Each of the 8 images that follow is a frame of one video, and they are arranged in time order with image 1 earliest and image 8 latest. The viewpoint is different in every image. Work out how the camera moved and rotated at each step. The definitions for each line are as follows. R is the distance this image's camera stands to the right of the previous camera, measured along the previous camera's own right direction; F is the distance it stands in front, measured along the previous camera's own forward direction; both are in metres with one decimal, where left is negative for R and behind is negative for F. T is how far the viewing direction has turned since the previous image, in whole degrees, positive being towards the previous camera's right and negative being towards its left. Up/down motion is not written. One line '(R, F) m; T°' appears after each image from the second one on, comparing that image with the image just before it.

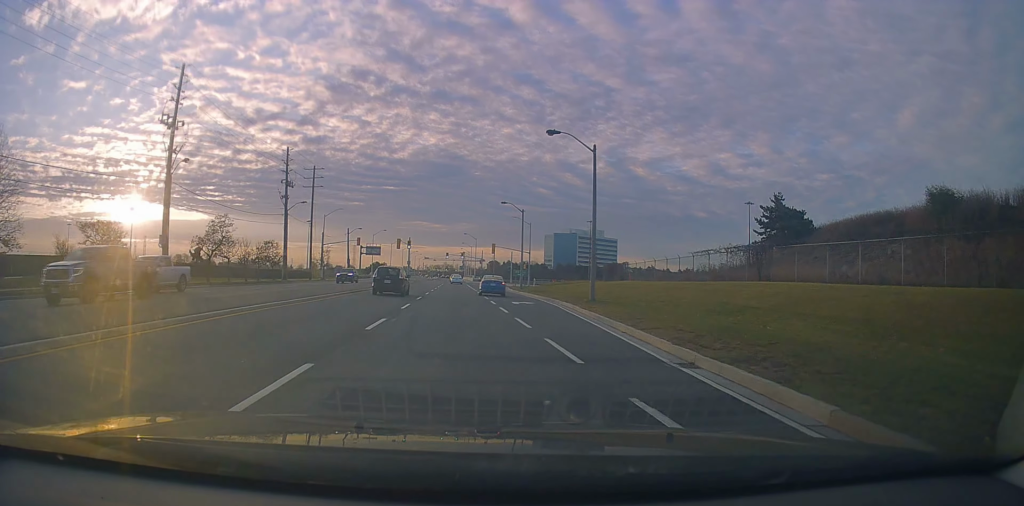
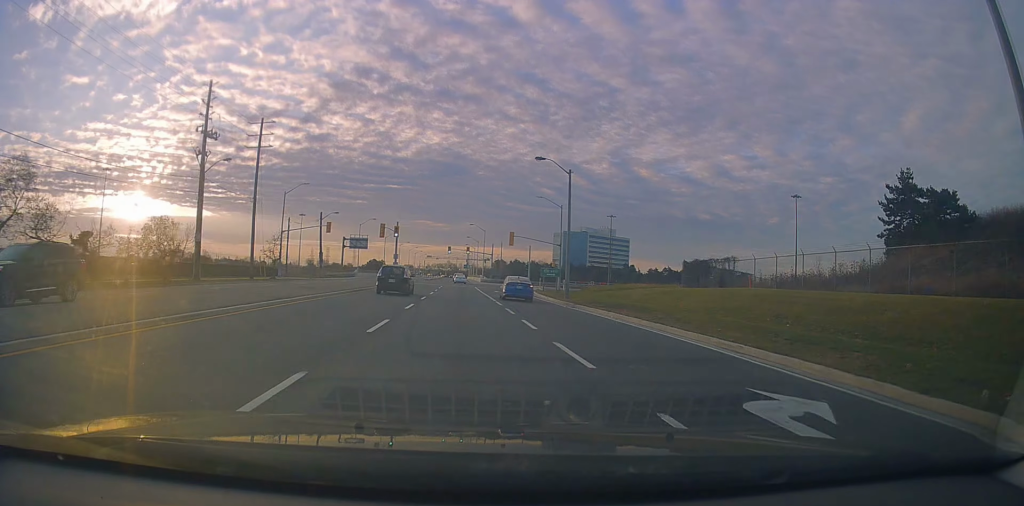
(-0.6, +24.6) m; -2°
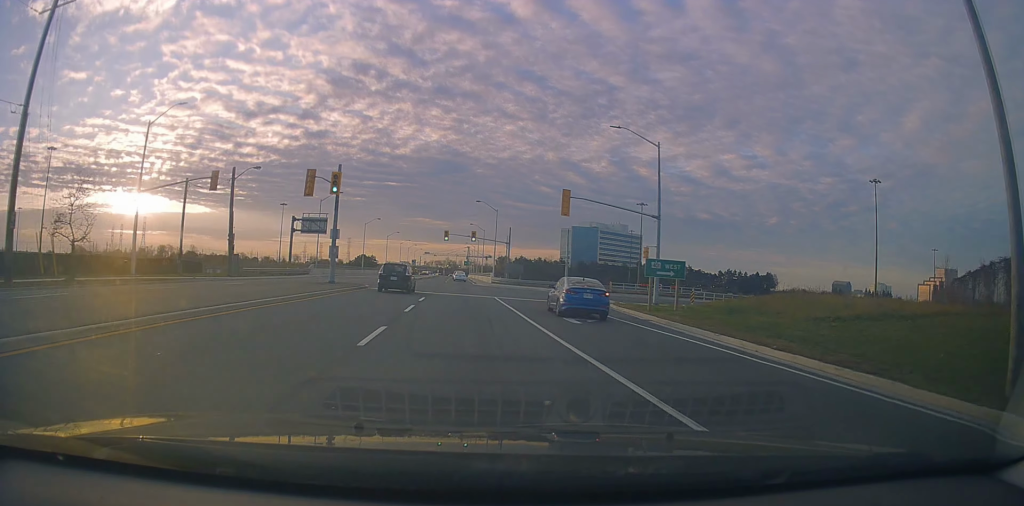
(+1.3, +34.4) m; +3°
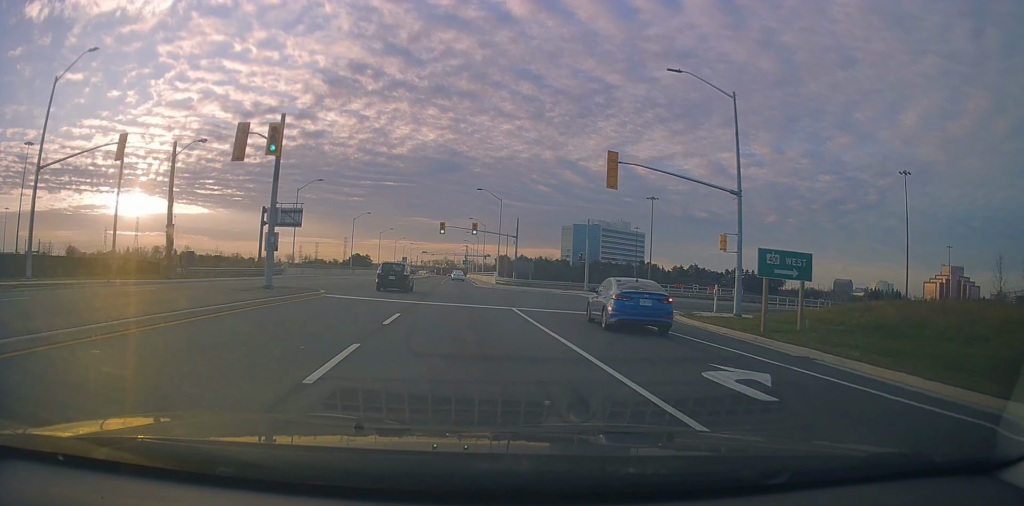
(-0.1, +11.3) m; 0°
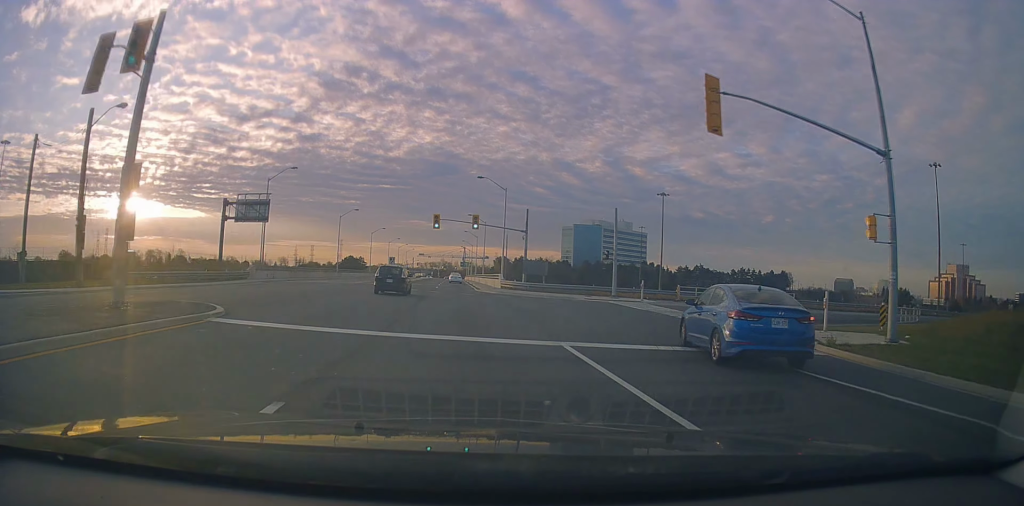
(-0.1, +10.6) m; -1°
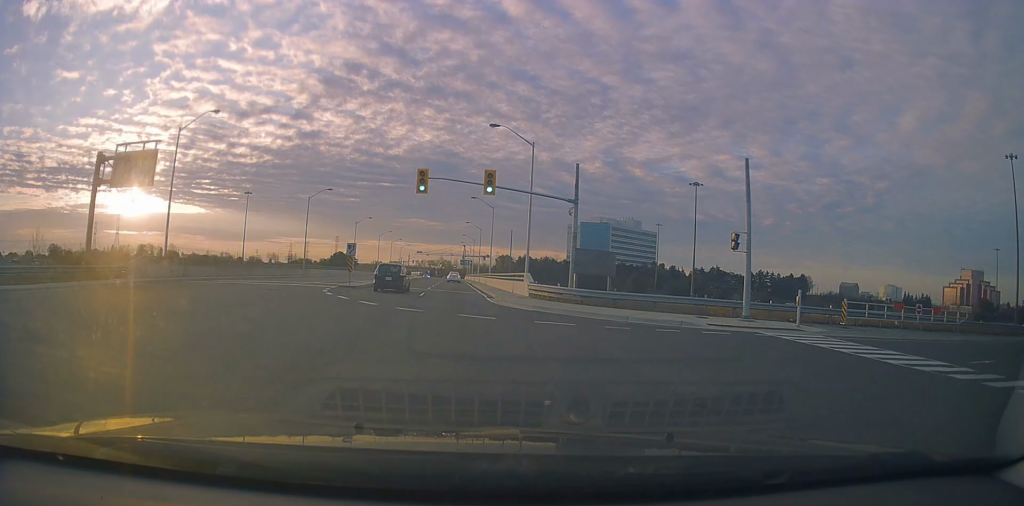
(-0.1, +21.3) m; 0°
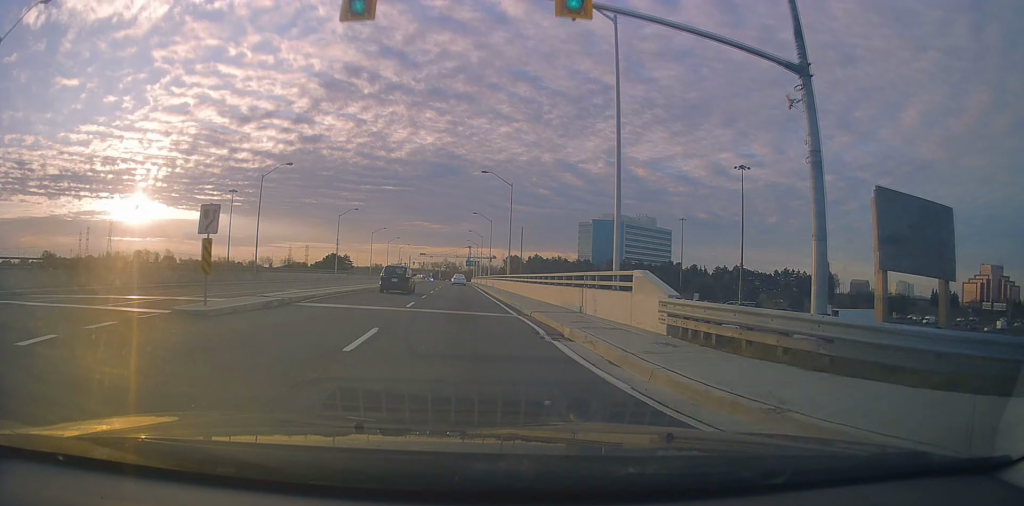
(-0.1, +20.8) m; 0°
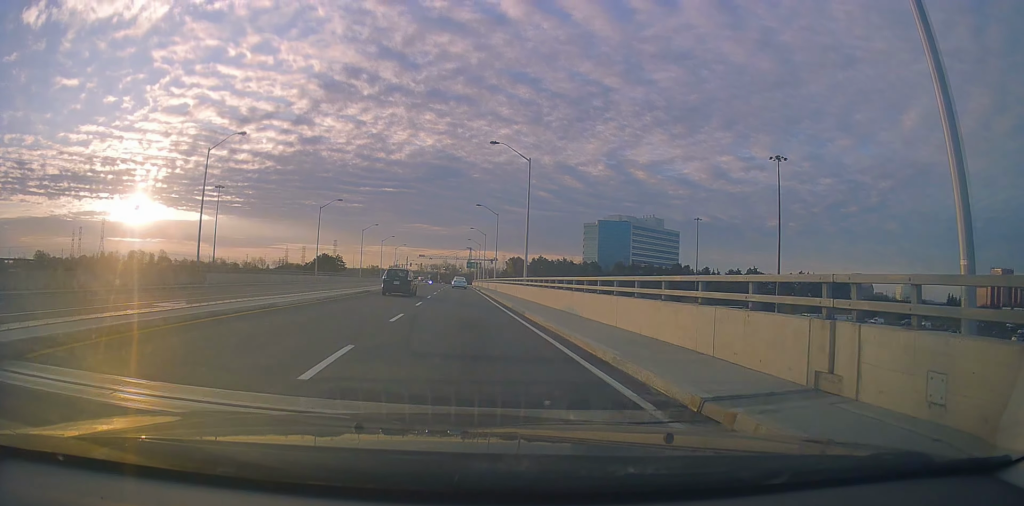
(+0.1, +13.7) m; 0°
